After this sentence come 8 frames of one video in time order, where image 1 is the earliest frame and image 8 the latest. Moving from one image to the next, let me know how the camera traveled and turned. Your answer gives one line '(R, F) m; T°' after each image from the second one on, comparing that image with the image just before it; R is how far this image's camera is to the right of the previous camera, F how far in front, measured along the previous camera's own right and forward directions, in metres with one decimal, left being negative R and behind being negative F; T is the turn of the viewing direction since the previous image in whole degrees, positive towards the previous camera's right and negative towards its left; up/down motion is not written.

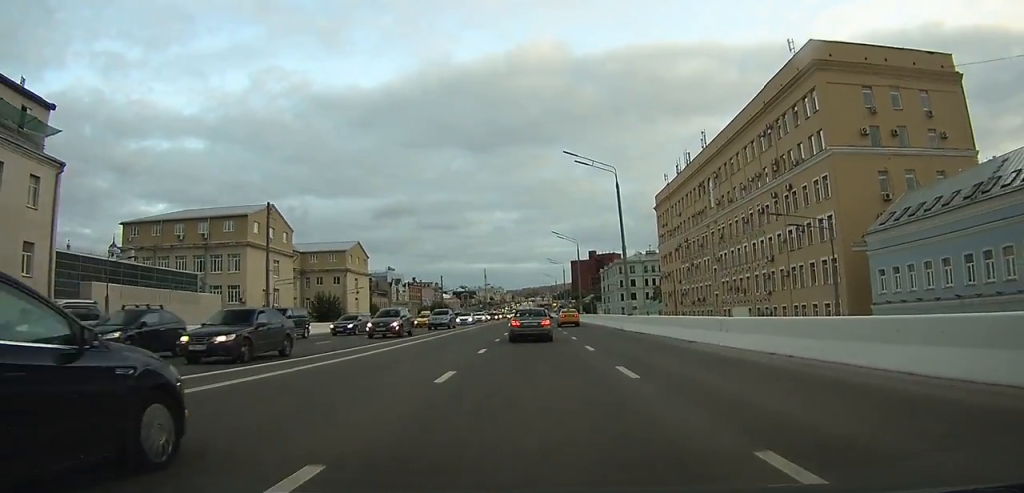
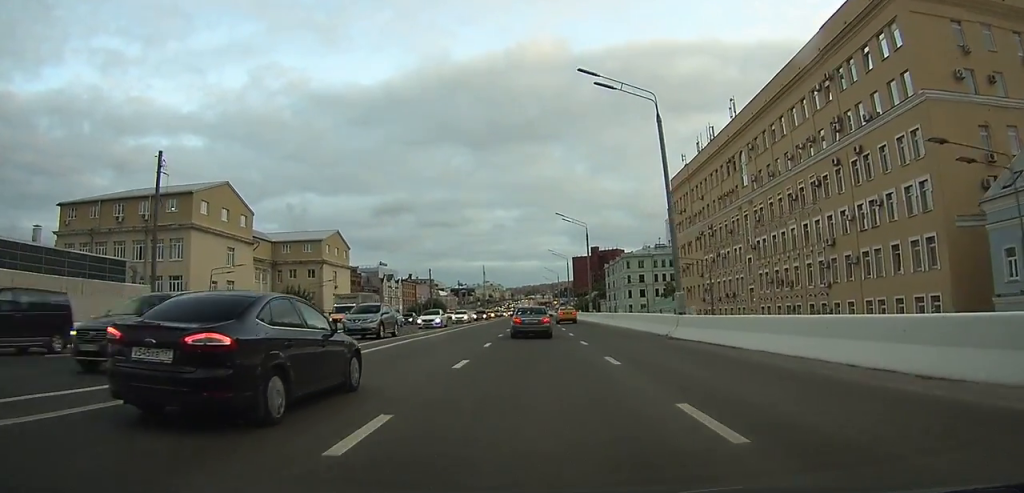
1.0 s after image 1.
(0.0, +13.3) m; 0°
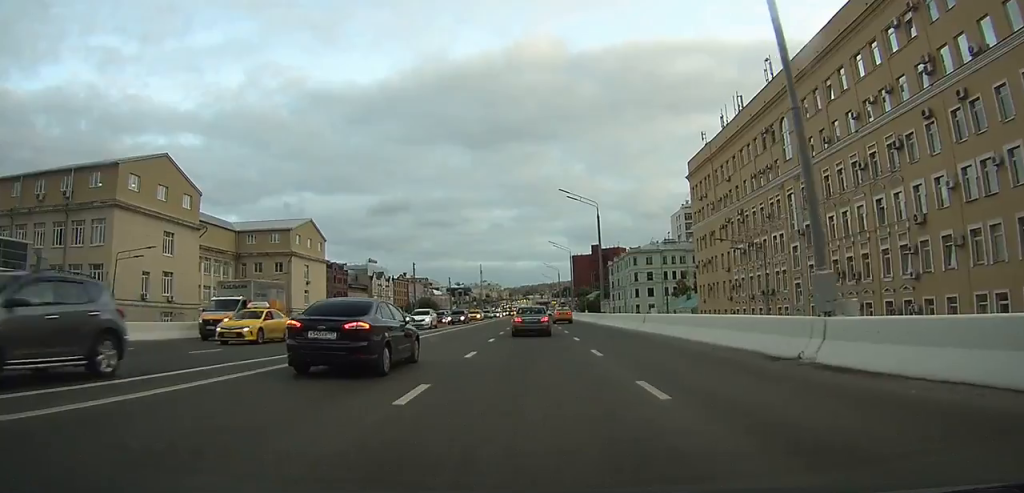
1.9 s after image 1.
(0.0, +12.7) m; 0°
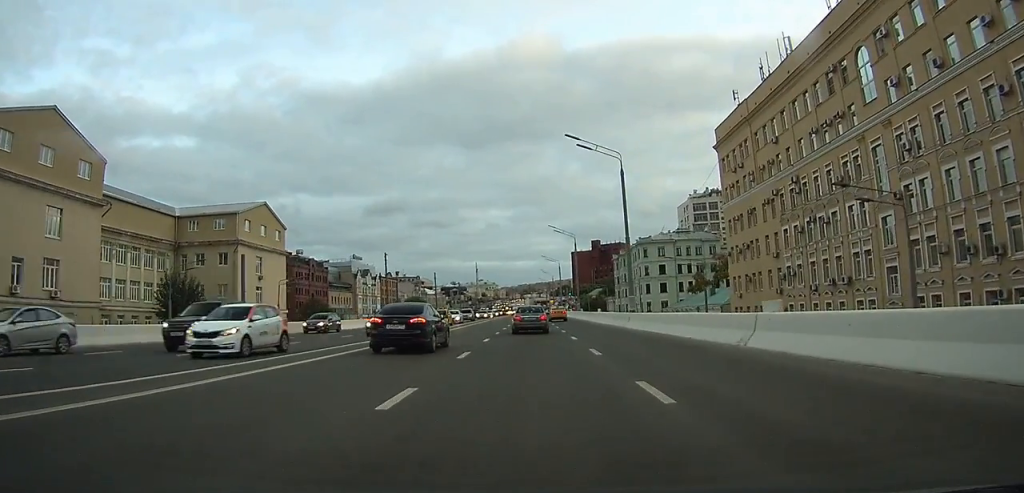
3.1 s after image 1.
(0.0, +15.8) m; 0°
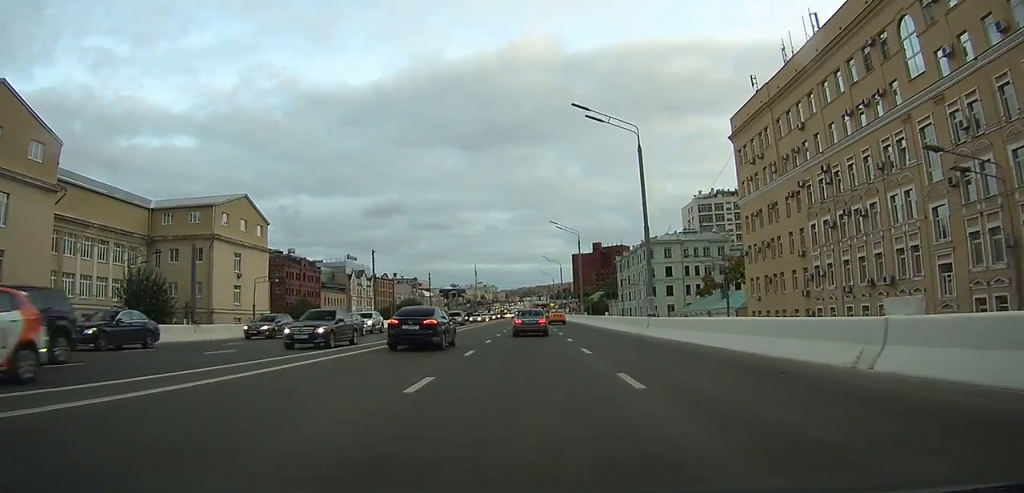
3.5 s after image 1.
(0.0, +5.9) m; 0°
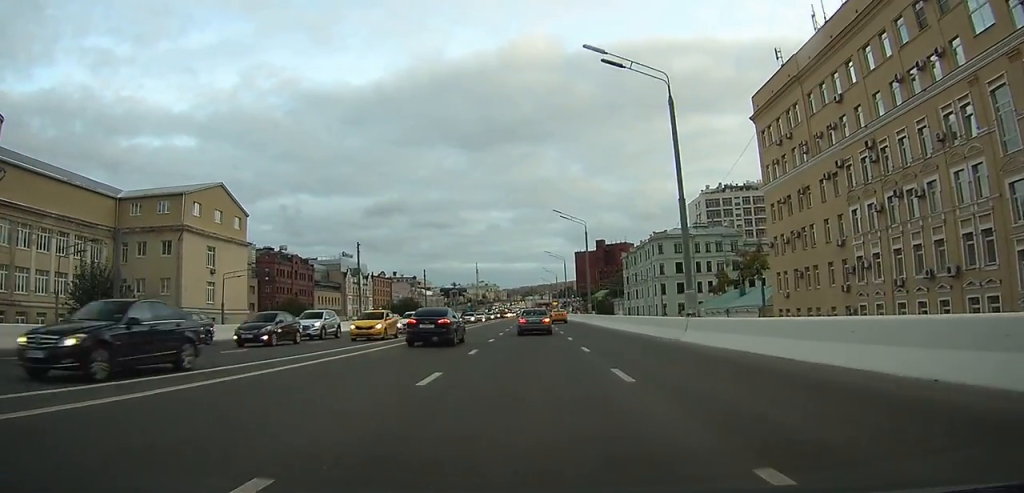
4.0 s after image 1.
(0.0, +6.8) m; 0°
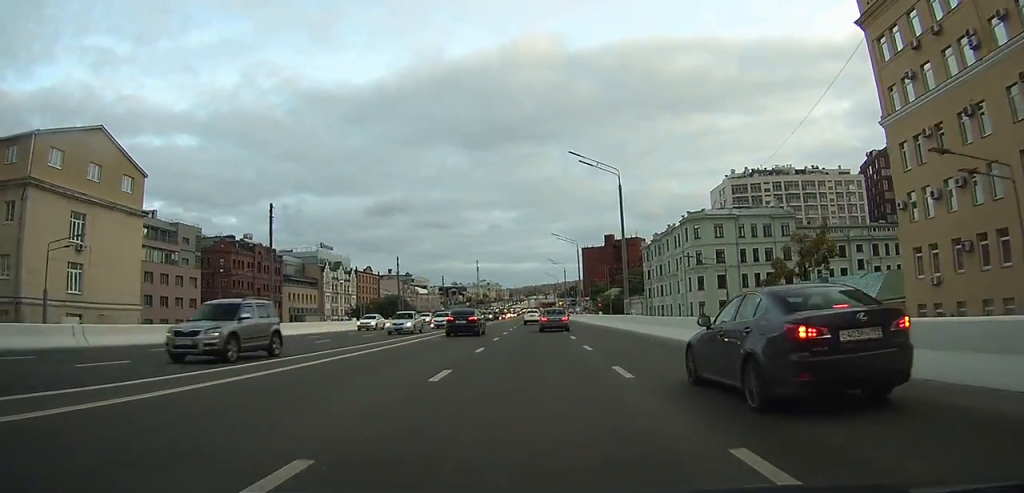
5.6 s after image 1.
(0.0, +22.8) m; 0°
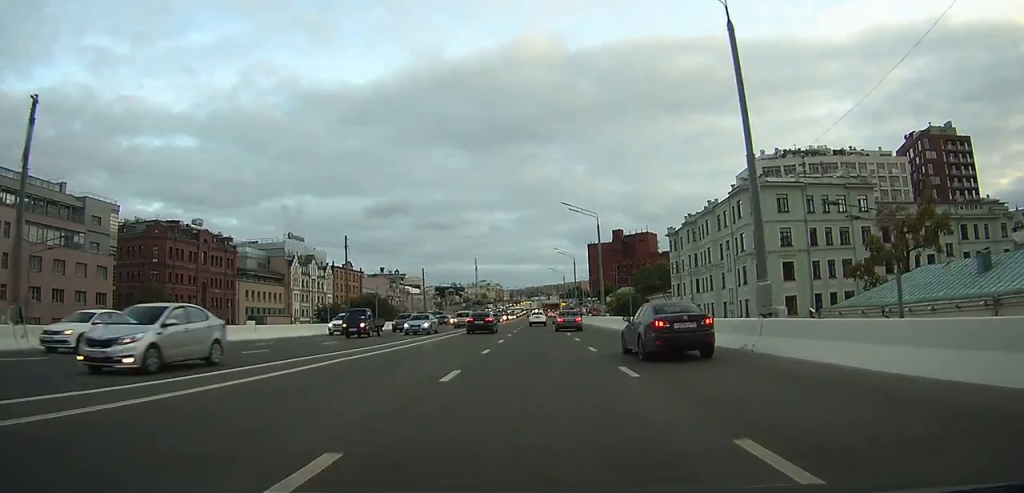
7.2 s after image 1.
(-0.2, +23.1) m; -1°
